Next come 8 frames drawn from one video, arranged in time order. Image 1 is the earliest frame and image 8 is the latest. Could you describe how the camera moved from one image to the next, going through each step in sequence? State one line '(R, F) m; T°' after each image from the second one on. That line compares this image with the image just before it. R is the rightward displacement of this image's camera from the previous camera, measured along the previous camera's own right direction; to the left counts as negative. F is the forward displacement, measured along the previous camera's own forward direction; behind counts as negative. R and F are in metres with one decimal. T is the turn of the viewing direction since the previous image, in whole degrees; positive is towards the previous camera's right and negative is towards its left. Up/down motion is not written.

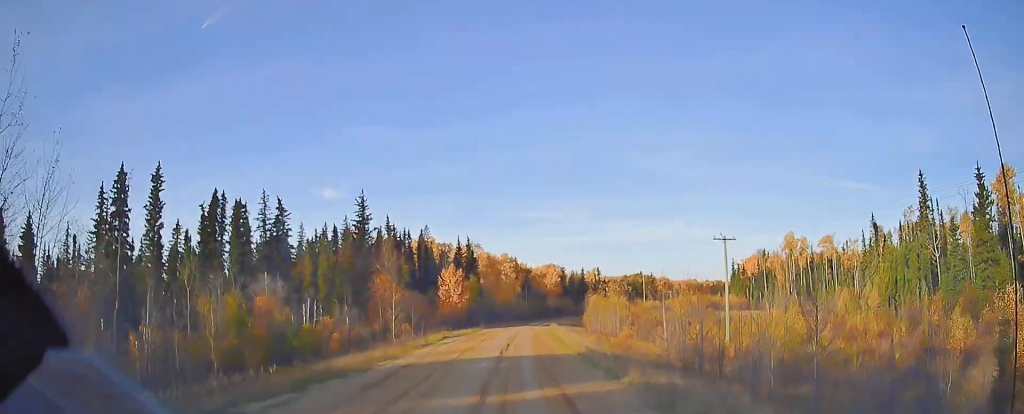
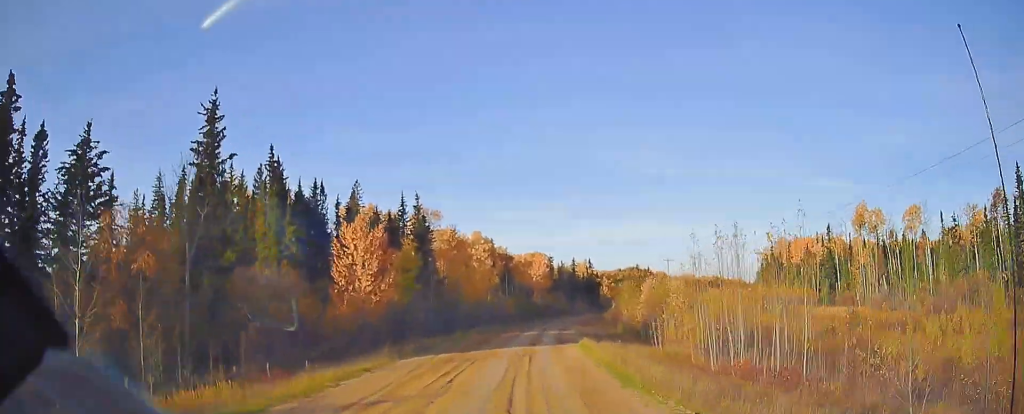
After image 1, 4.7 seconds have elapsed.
(+0.4, +43.2) m; +2°
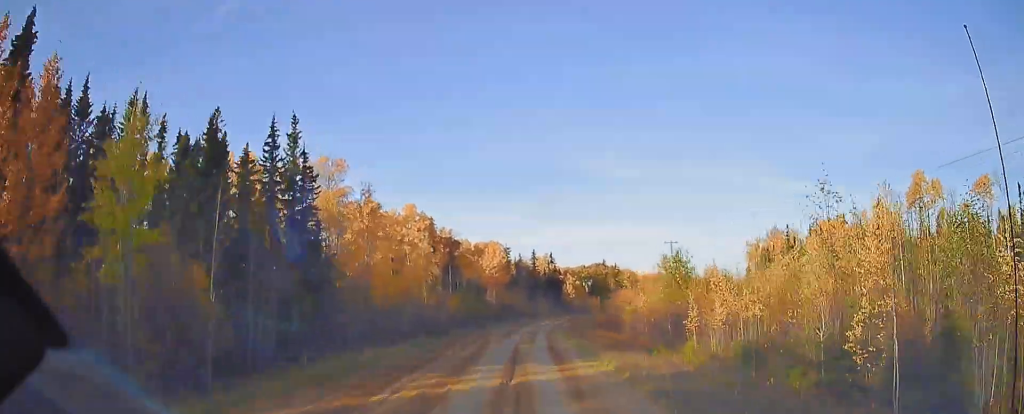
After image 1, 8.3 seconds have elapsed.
(+1.2, +32.5) m; +5°
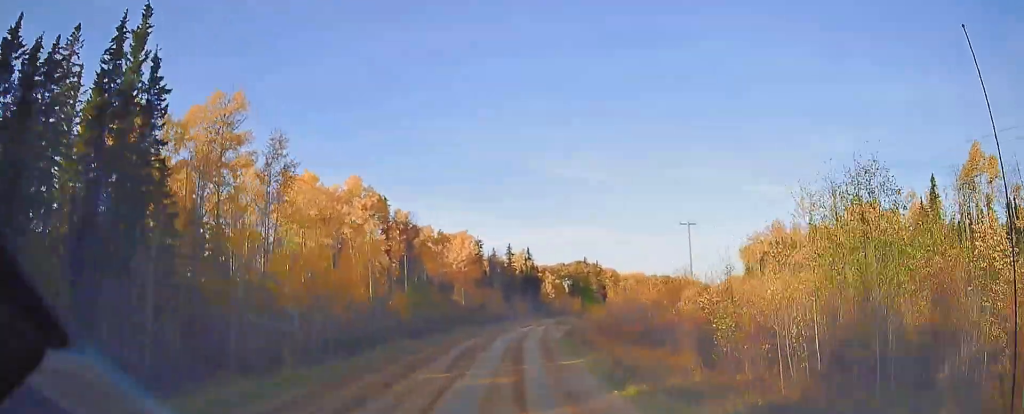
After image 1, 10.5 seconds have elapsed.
(+0.5, +19.7) m; +2°
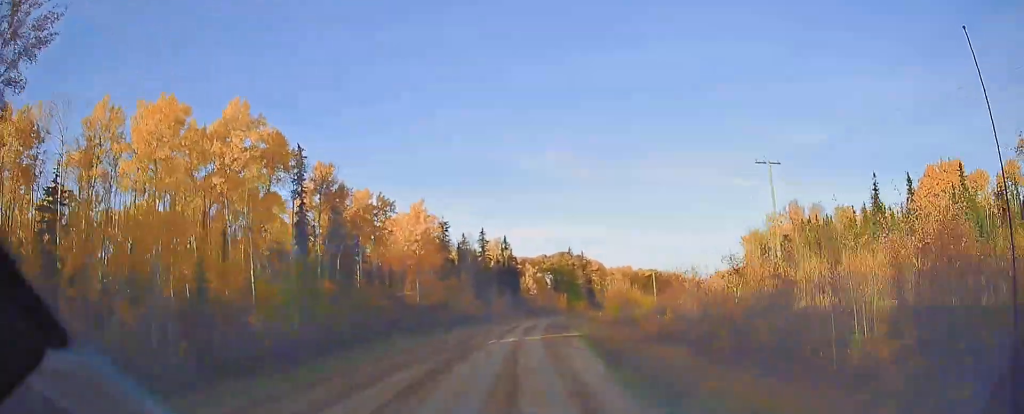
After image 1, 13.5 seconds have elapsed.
(+0.6, +26.7) m; +3°
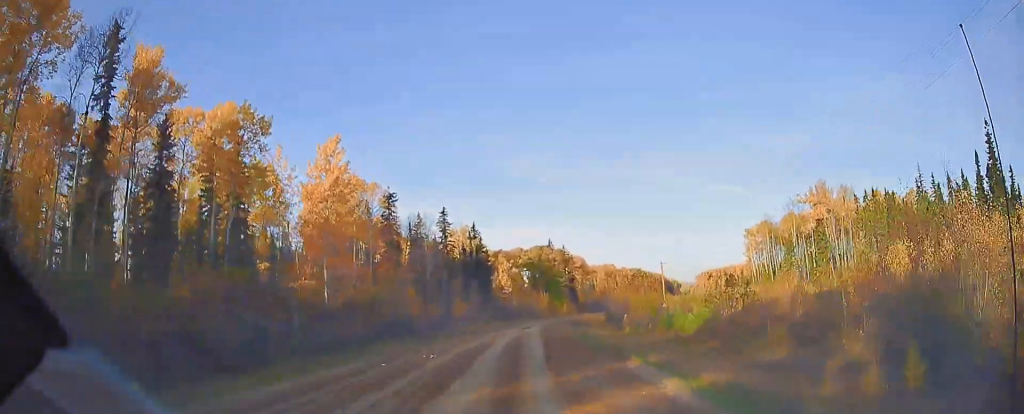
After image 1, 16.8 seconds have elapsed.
(+0.7, +28.8) m; +3°
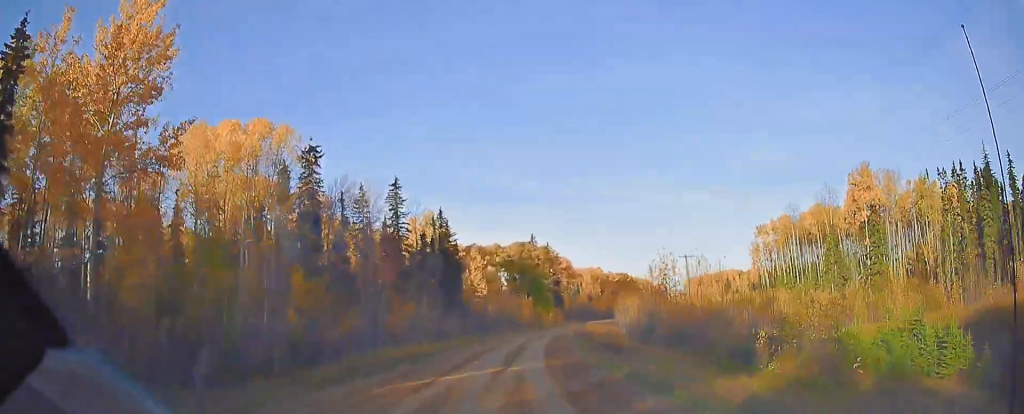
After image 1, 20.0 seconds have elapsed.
(+0.8, +27.4) m; +3°
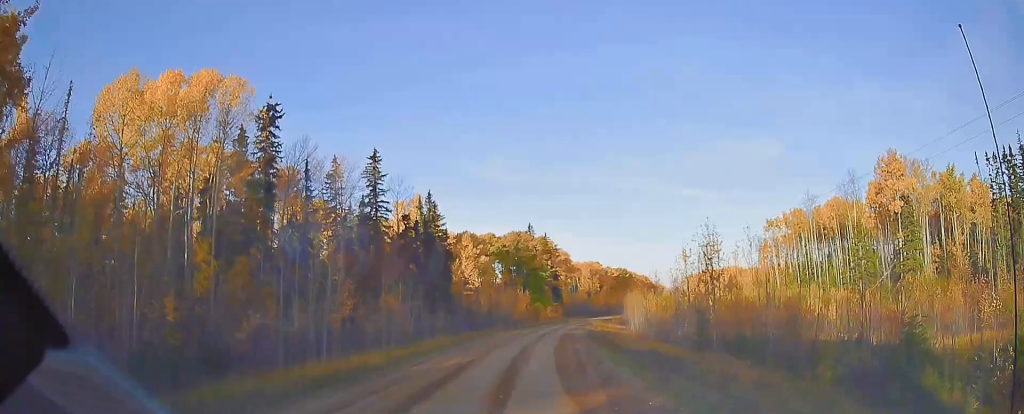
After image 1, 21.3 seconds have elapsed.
(+0.1, +11.0) m; +2°
